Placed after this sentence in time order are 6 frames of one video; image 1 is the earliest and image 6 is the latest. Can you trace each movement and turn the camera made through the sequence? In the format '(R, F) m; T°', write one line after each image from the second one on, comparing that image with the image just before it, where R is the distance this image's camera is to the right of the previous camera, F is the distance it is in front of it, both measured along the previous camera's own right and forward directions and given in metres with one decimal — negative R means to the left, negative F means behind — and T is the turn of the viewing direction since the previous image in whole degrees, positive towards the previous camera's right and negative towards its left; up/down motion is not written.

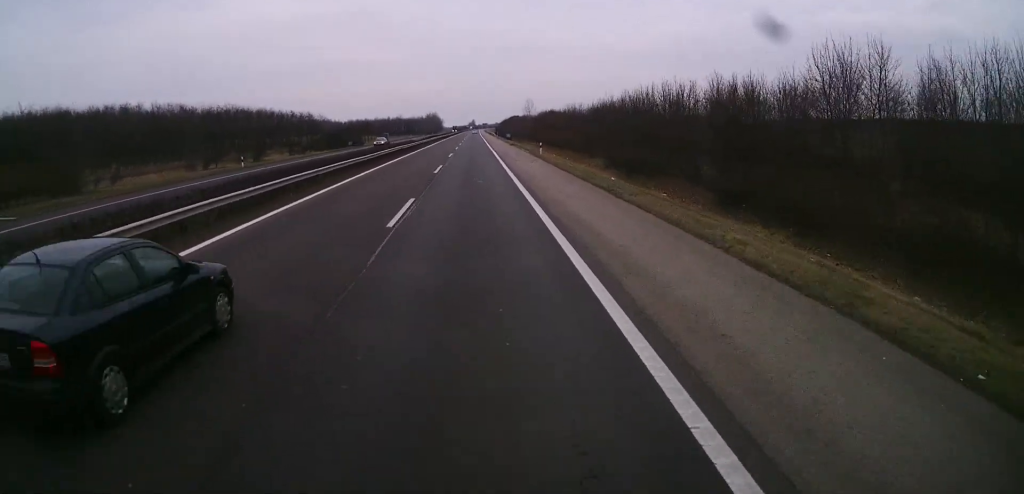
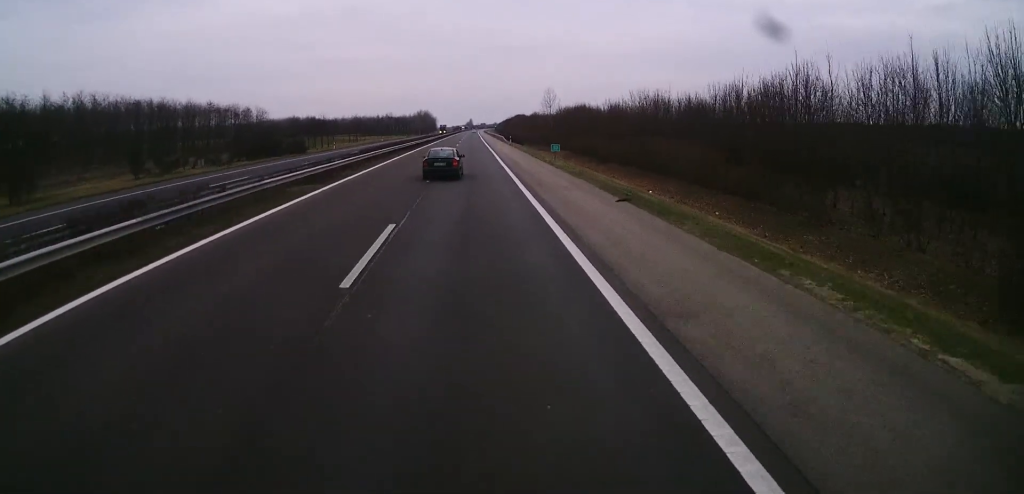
(-0.5, +60.0) m; 0°
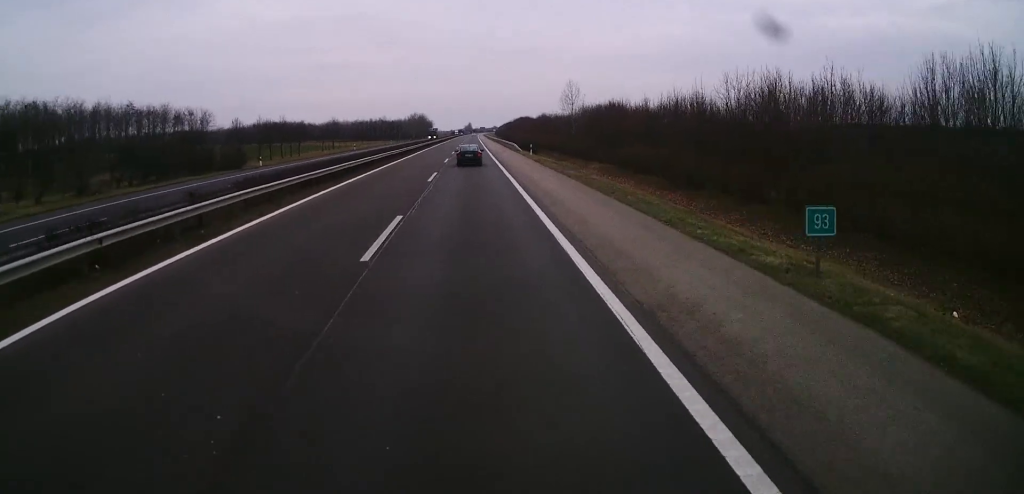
(+0.1, +33.9) m; 0°
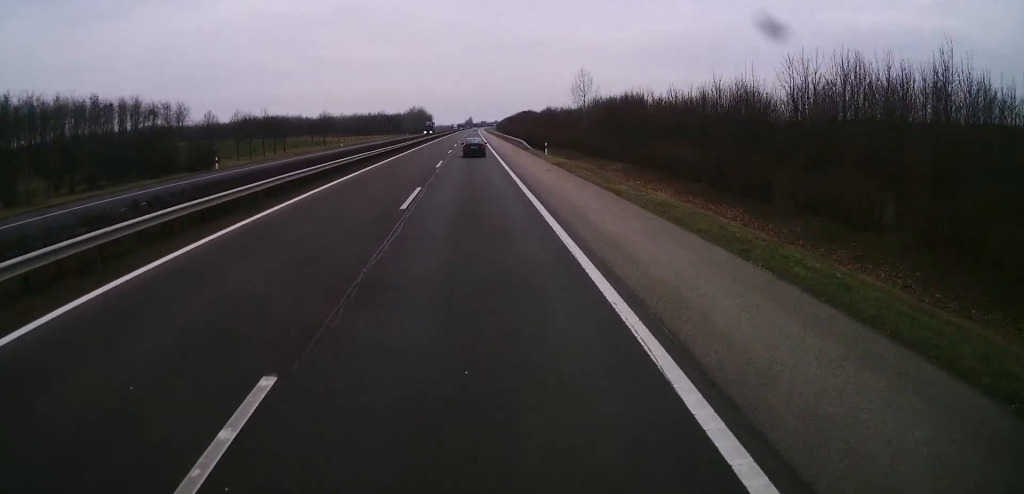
(-0.2, +11.5) m; 0°
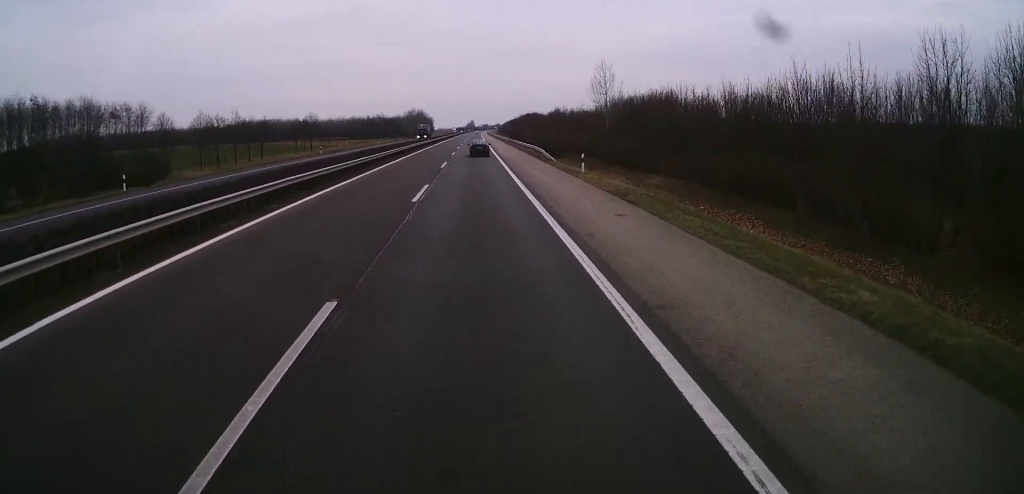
(+0.2, +15.4) m; +1°
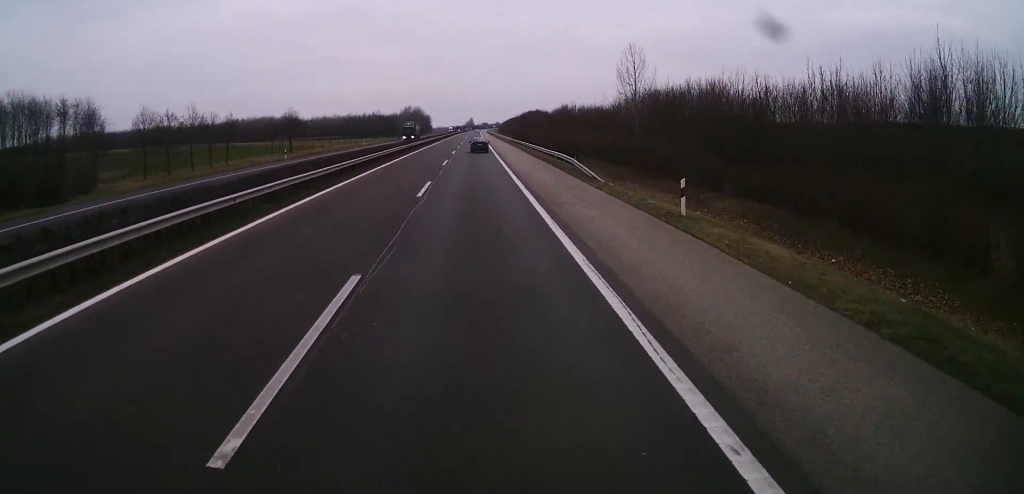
(+0.2, +16.2) m; +1°
